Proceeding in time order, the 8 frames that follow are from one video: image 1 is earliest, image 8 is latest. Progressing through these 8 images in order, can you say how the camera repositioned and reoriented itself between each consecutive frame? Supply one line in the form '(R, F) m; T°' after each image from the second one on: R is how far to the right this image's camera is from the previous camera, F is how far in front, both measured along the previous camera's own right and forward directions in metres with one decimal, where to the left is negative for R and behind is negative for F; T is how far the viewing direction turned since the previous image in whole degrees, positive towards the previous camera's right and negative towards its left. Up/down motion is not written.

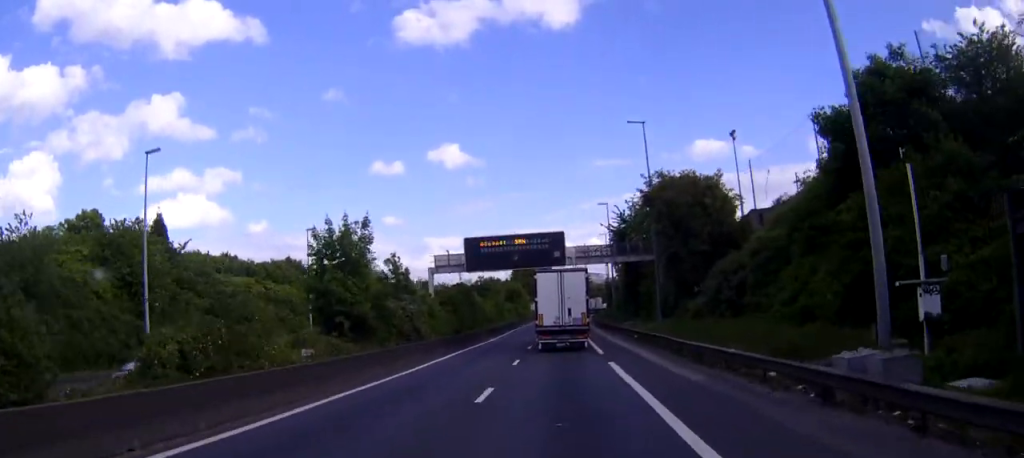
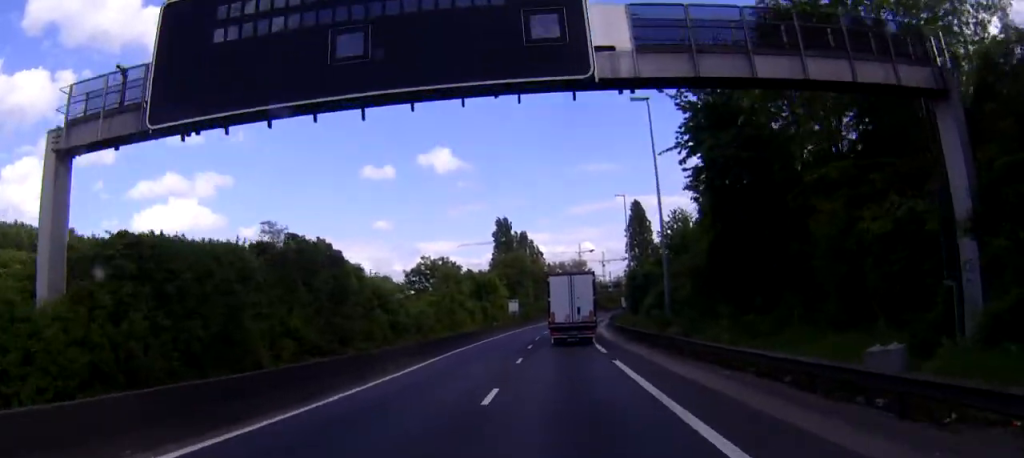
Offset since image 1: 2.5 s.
(-0.1, +50.8) m; 0°
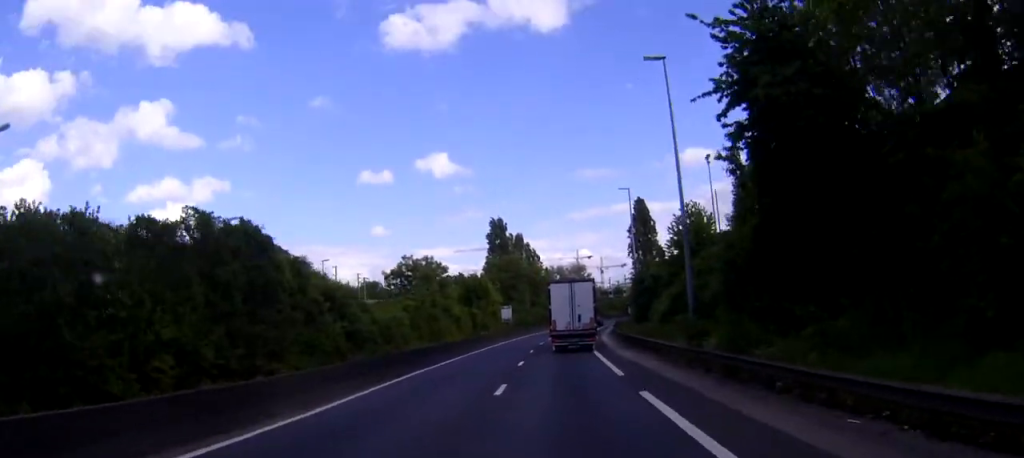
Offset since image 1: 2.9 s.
(0.0, +9.0) m; 0°
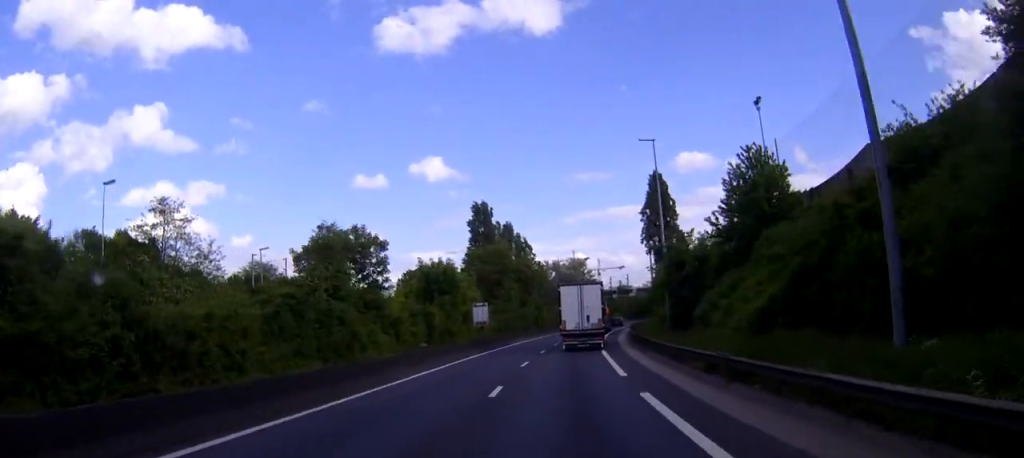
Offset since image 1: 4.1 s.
(+0.1, +25.1) m; +1°
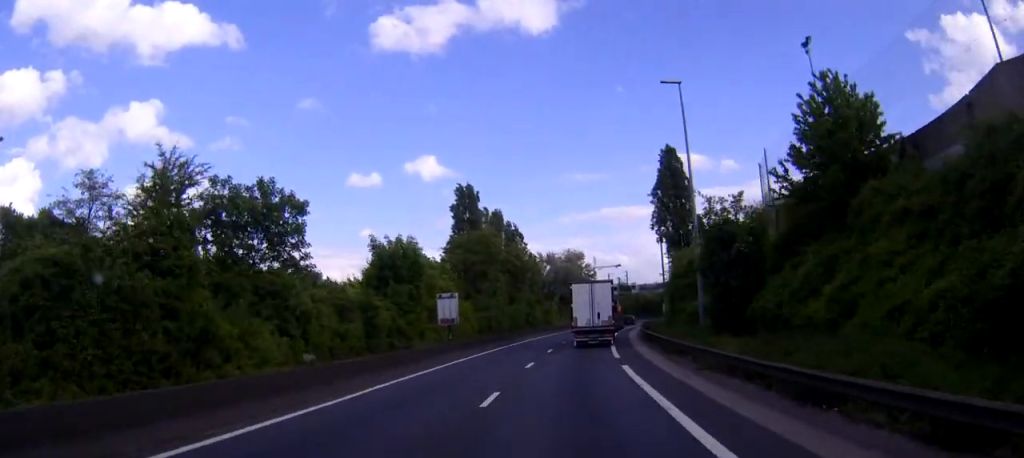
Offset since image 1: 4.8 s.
(0.0, +15.4) m; +1°
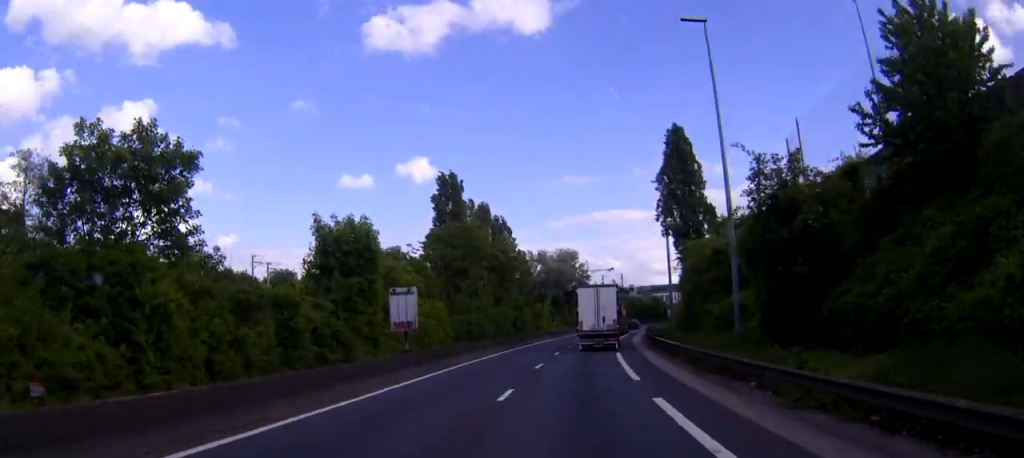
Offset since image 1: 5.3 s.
(+0.1, +10.5) m; 0°
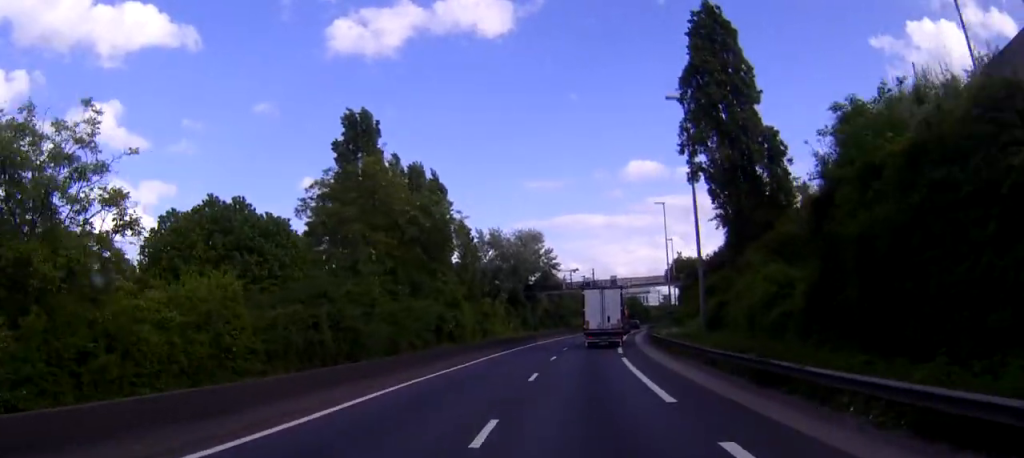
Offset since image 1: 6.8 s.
(+0.4, +31.5) m; +2°
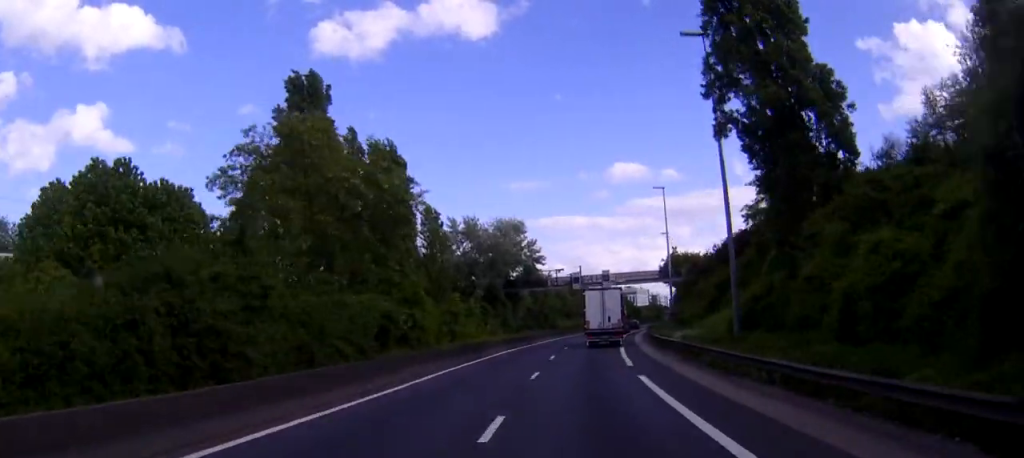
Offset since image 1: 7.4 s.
(0.0, +11.9) m; +2°
